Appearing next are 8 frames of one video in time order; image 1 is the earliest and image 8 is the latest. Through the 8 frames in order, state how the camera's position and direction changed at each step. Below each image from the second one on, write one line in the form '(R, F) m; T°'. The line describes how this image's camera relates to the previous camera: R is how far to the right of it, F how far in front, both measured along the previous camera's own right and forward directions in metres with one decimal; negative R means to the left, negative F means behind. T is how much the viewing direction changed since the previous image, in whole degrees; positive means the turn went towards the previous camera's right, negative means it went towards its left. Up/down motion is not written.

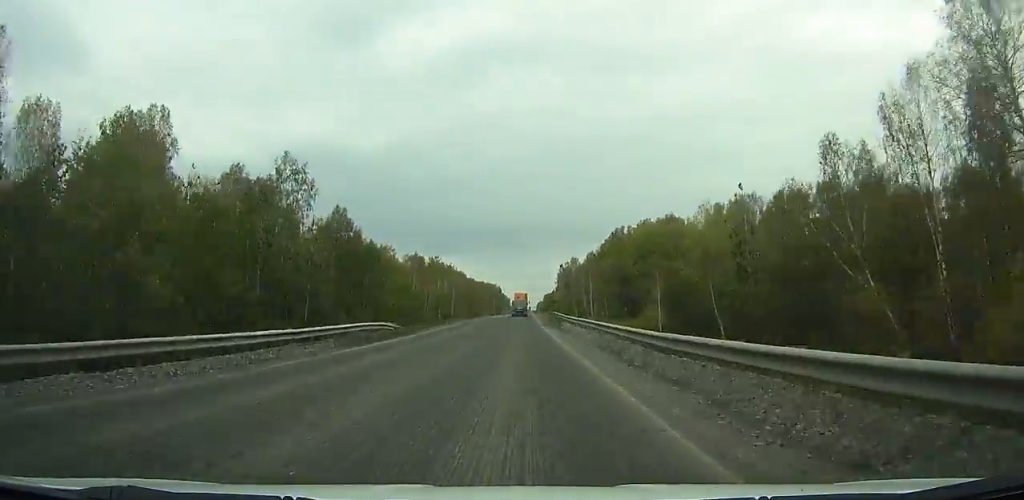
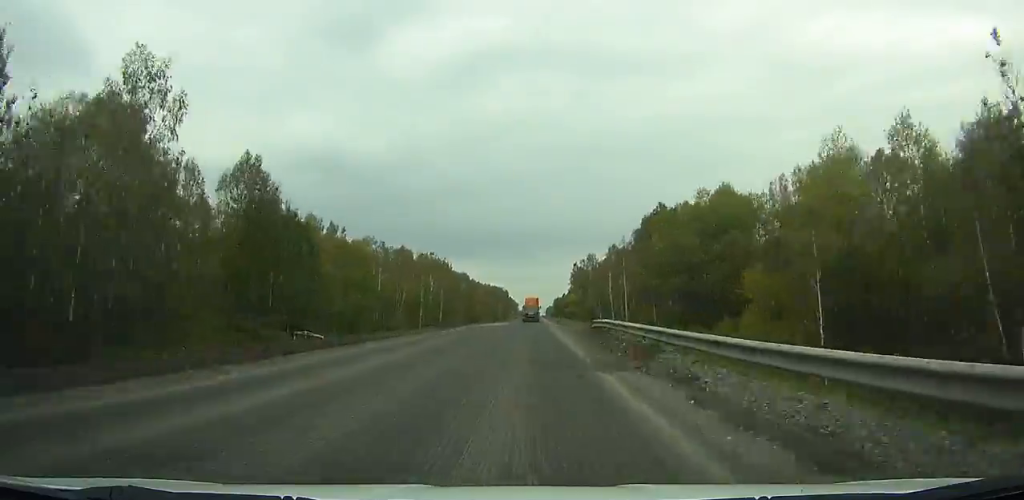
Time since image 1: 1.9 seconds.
(-0.1, +32.3) m; 0°
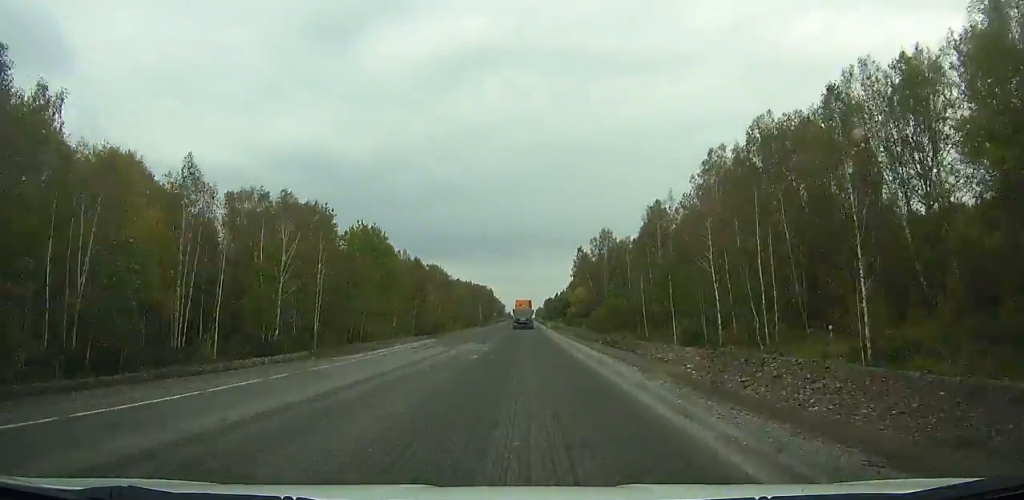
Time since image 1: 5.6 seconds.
(-0.2, +63.9) m; 0°
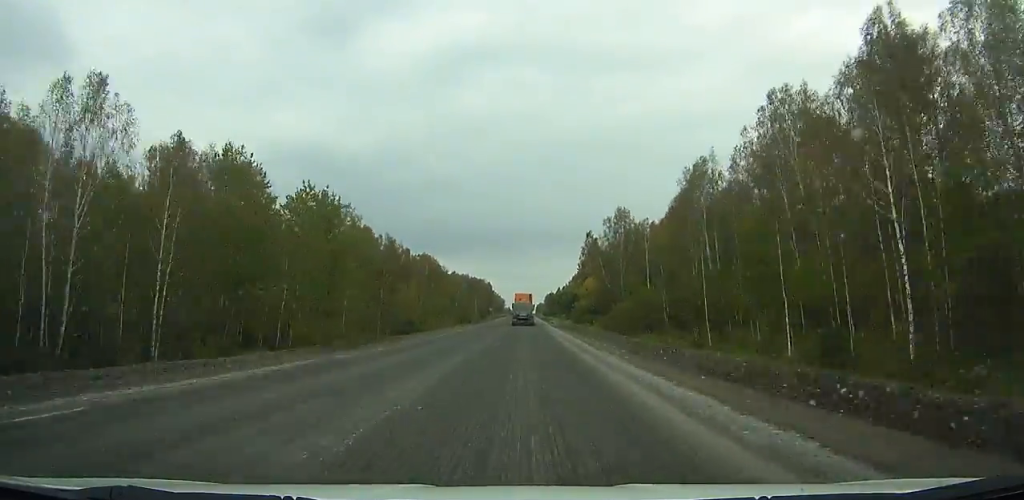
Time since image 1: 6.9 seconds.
(+0.1, +22.8) m; 0°
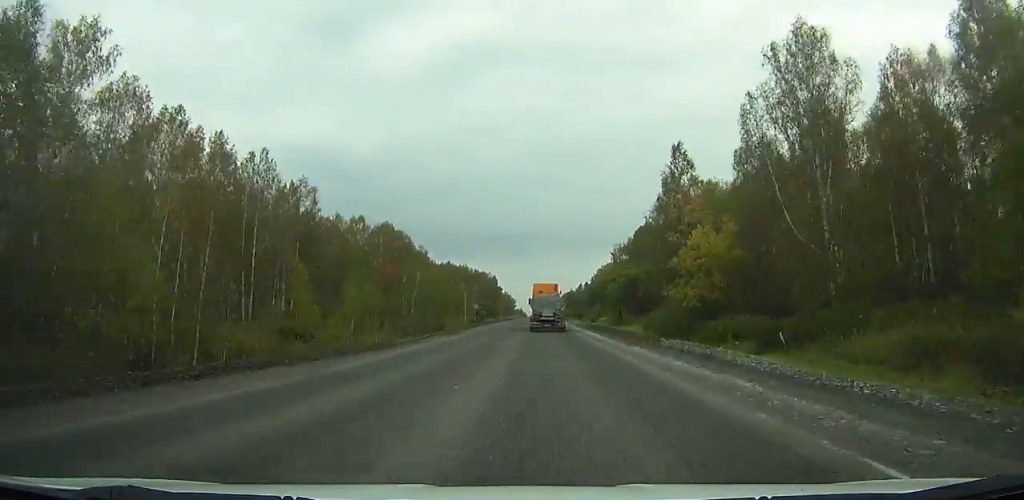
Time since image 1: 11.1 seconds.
(-0.4, +77.9) m; 0°
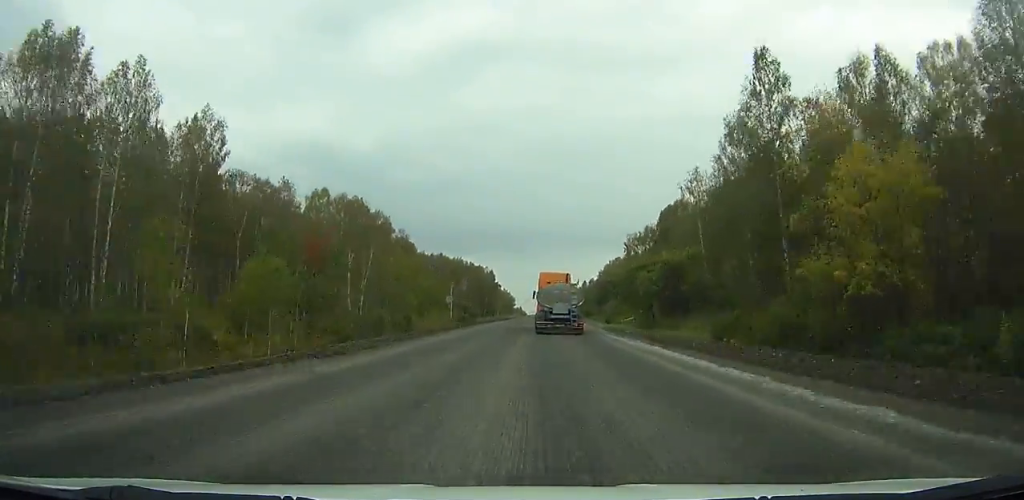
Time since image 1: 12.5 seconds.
(0.0, +26.7) m; 0°
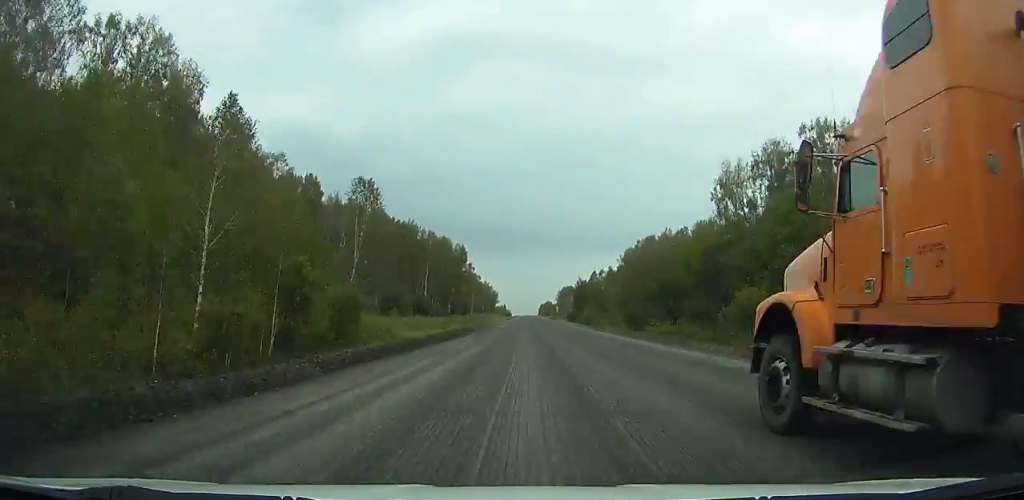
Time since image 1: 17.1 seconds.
(+0.2, +92.8) m; +1°
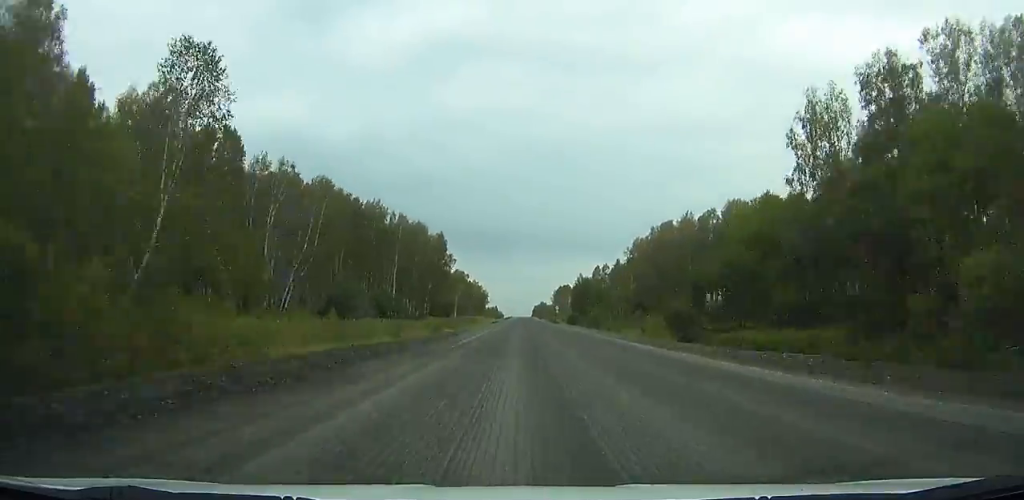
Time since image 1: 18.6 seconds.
(-0.3, +31.1) m; +1°
